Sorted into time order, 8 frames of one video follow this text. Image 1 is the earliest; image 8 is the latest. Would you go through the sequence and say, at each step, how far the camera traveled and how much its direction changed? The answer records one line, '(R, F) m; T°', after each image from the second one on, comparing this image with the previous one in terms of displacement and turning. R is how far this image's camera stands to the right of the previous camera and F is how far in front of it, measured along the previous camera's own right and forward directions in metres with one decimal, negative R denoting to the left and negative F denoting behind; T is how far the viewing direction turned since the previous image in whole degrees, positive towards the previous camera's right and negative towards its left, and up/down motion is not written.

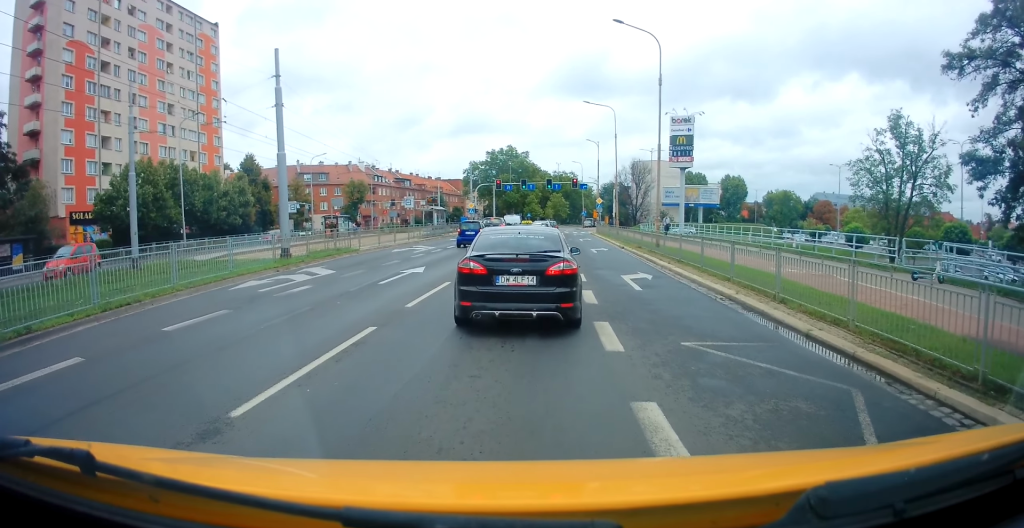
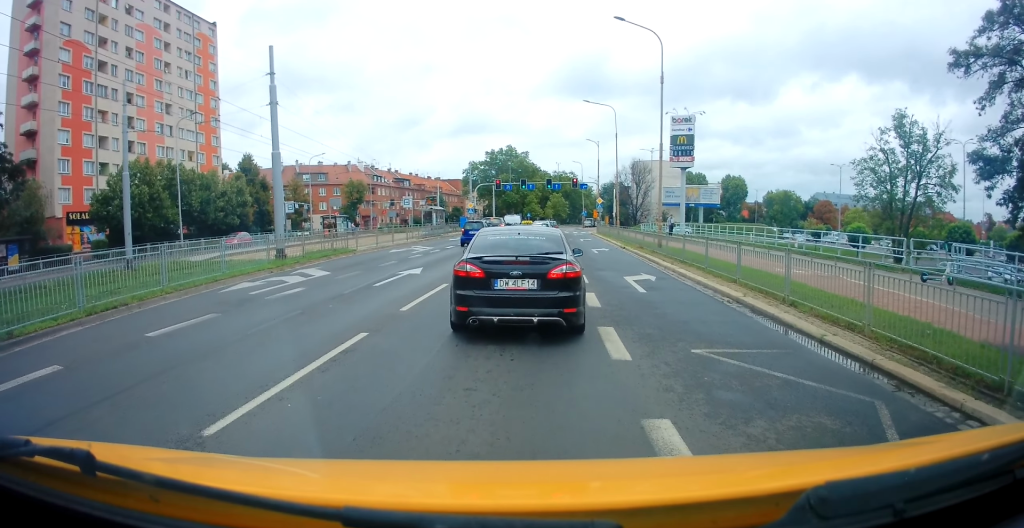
(-0.2, +0.7) m; 0°
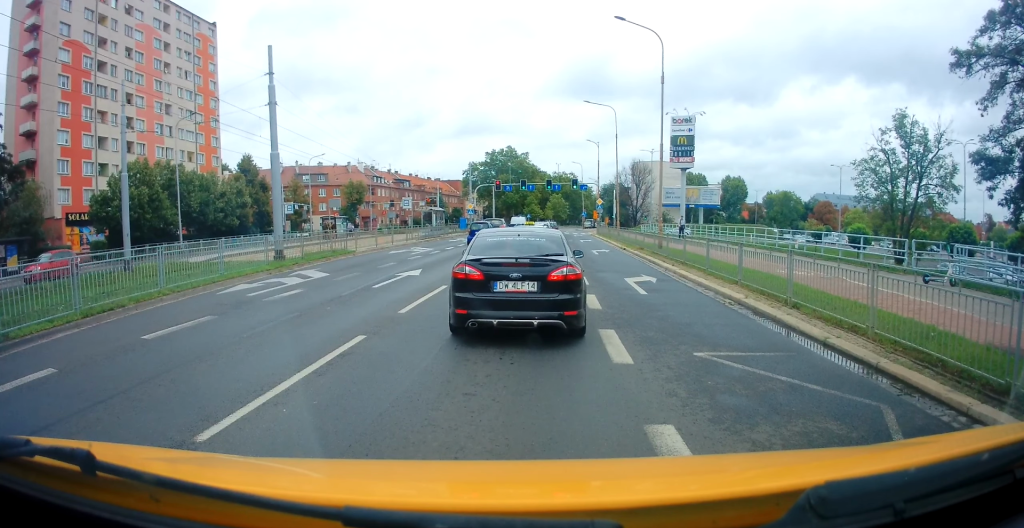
(-0.2, +0.7) m; 0°
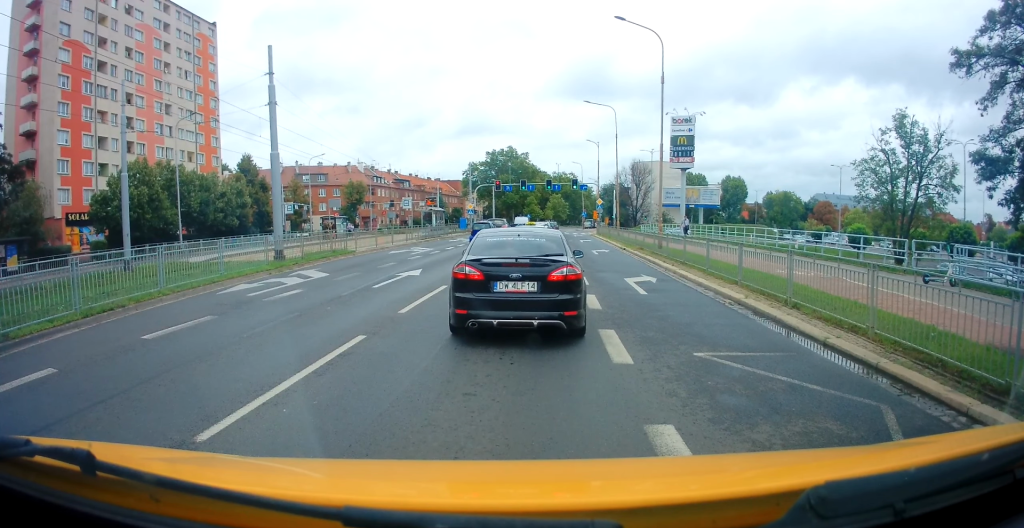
(0.0, 0.0) m; 0°
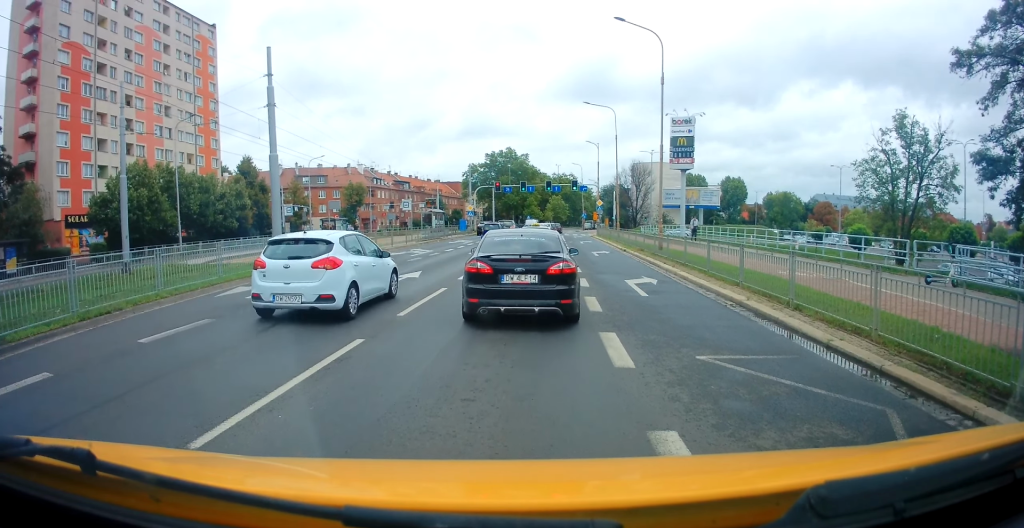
(0.0, 0.0) m; 0°
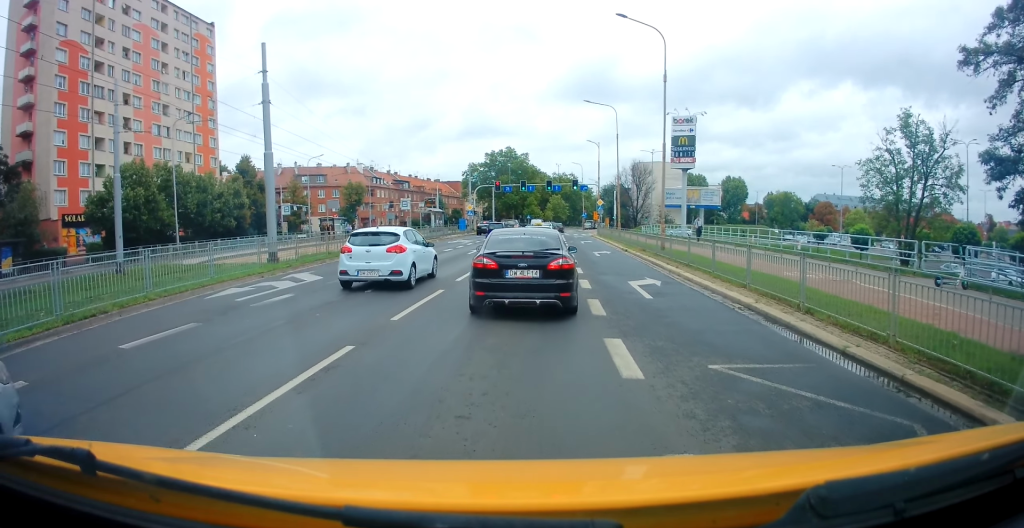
(-0.1, +0.4) m; 0°
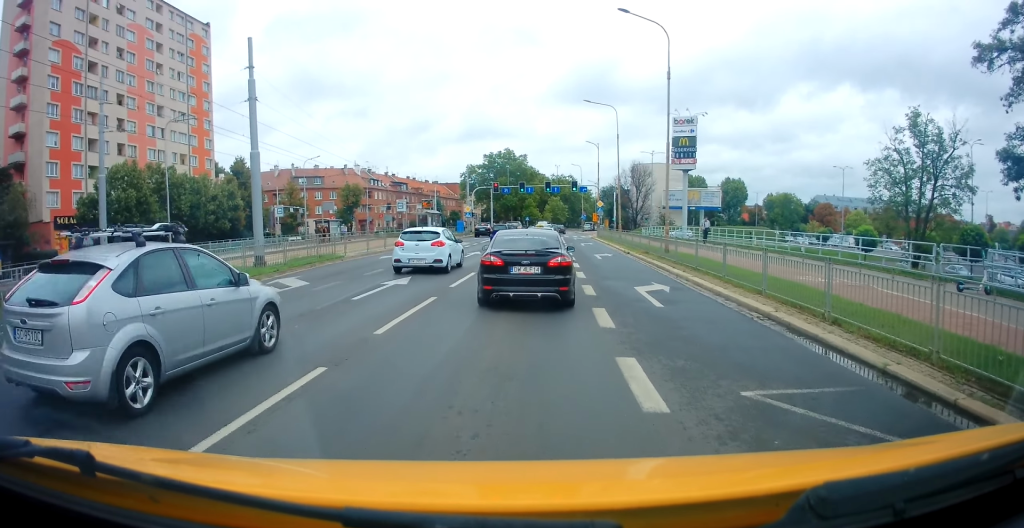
(+0.1, +0.7) m; +3°
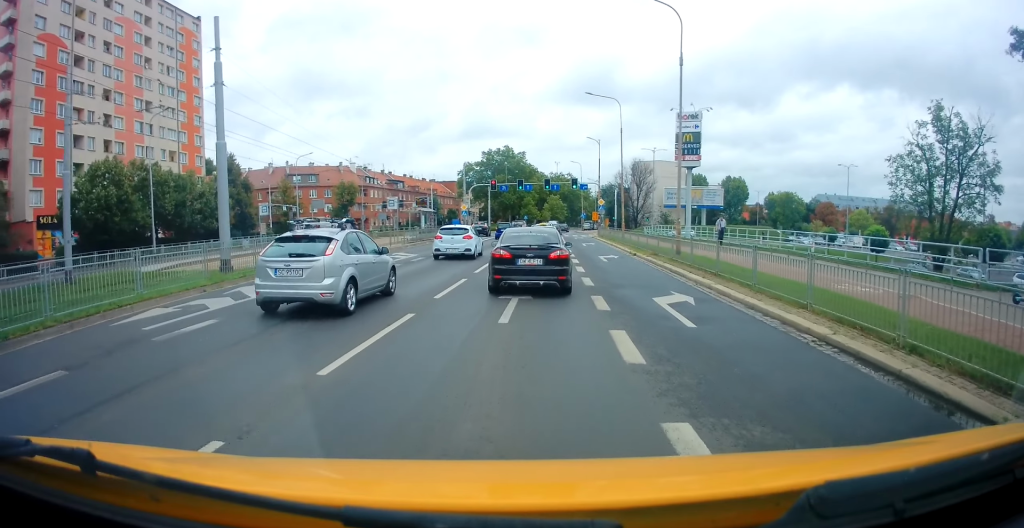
(+0.4, +1.8) m; +4°
